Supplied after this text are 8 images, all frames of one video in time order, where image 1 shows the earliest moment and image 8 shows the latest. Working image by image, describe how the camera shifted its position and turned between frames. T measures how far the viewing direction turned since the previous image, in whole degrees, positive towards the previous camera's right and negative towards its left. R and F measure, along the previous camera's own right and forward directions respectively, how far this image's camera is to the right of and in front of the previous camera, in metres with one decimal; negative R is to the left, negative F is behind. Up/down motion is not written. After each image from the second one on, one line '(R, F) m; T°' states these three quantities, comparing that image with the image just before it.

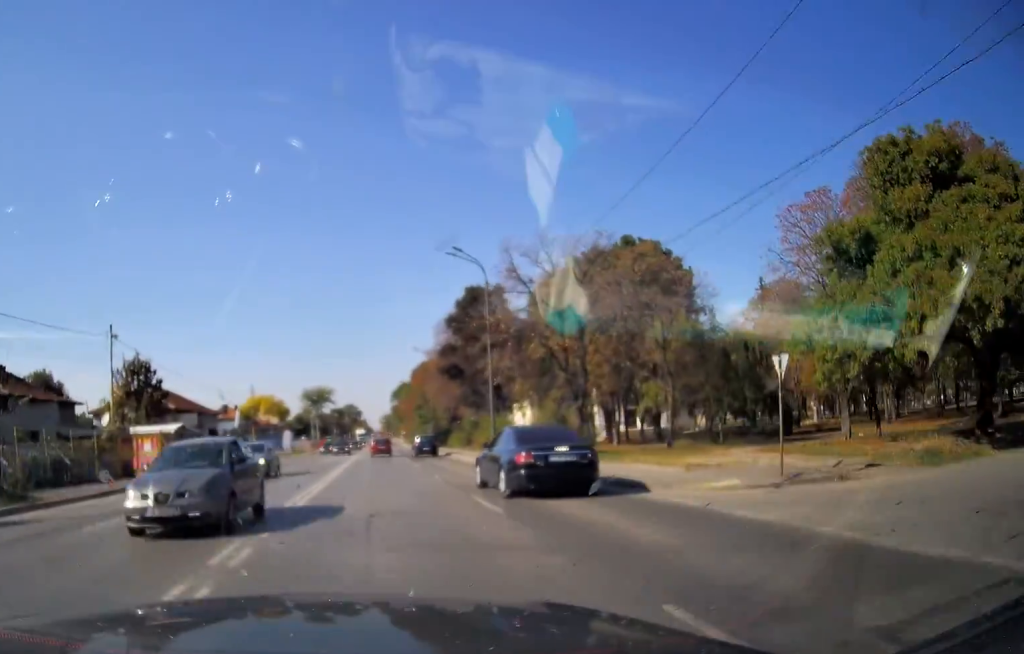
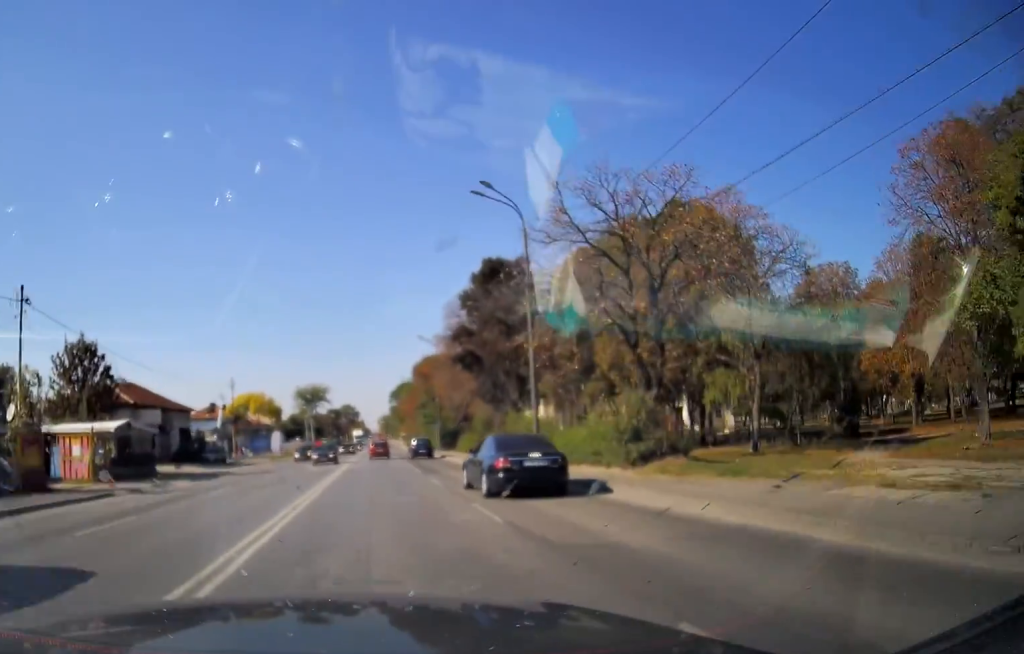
(0.0, +8.5) m; 0°
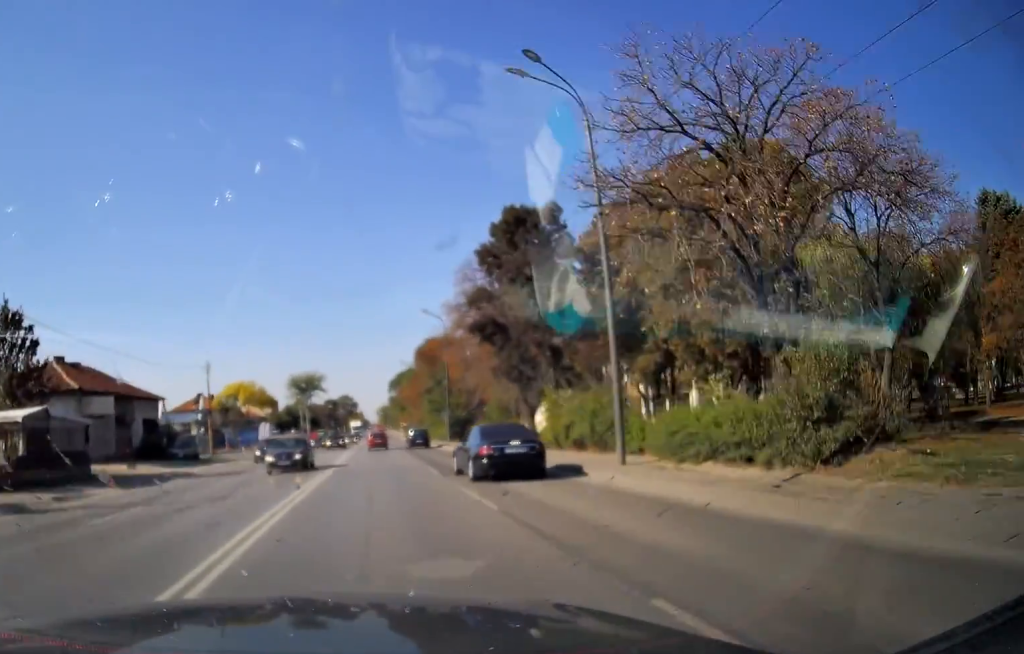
(0.0, +7.8) m; 0°
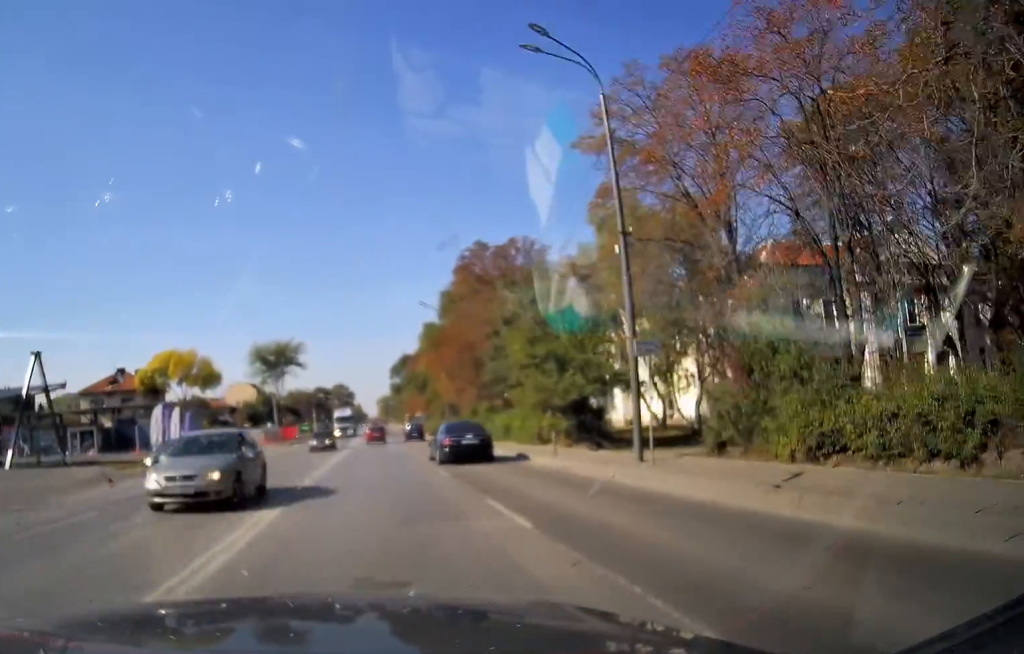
(-0.1, +35.4) m; 0°
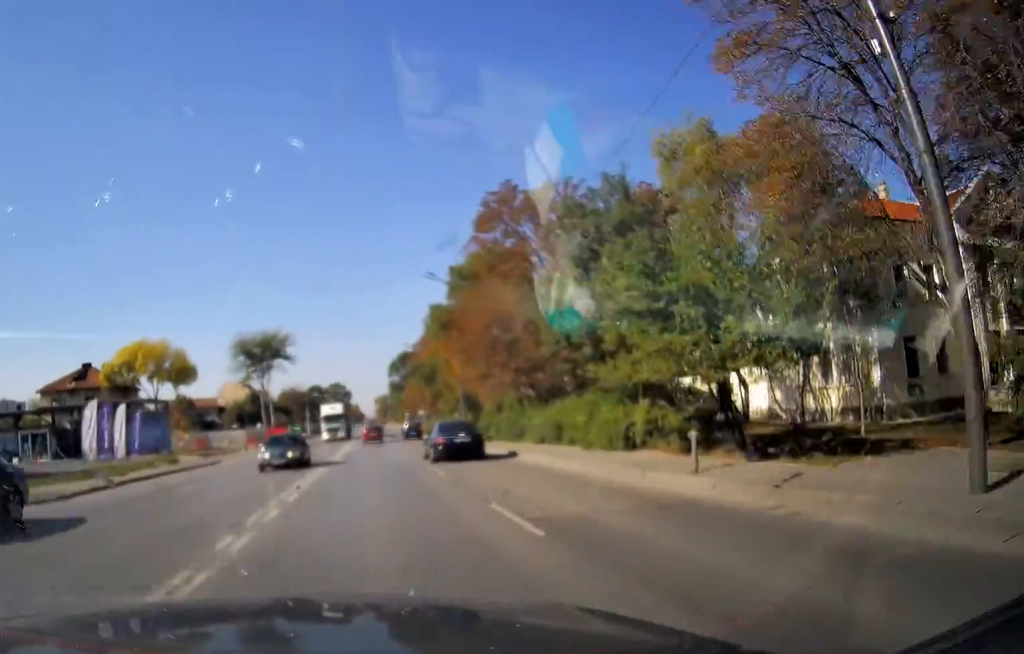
(0.0, +9.1) m; 0°
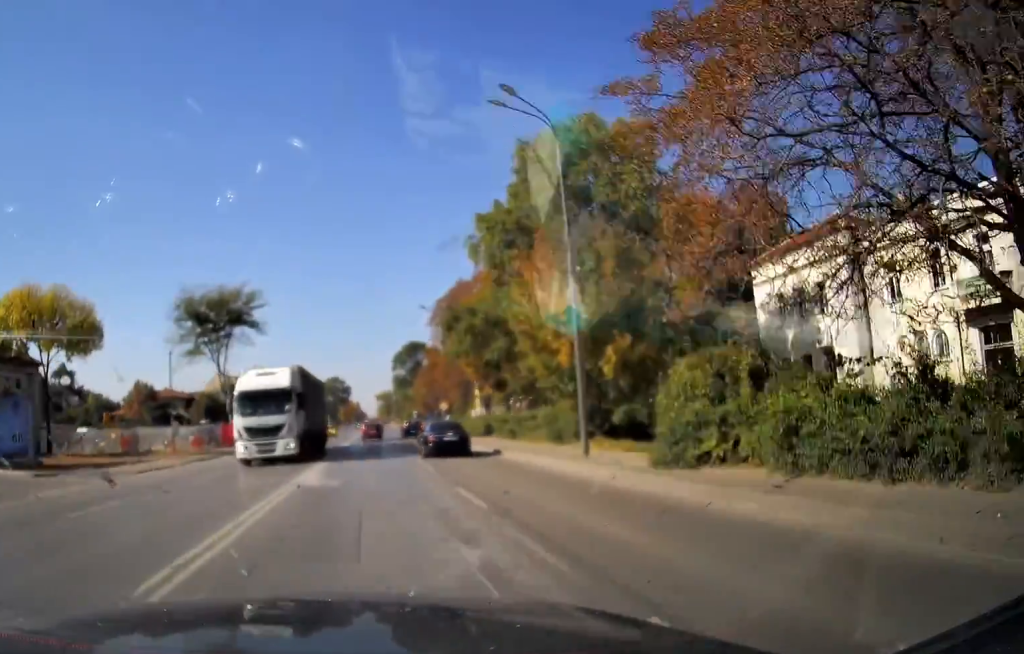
(-0.1, +23.2) m; 0°
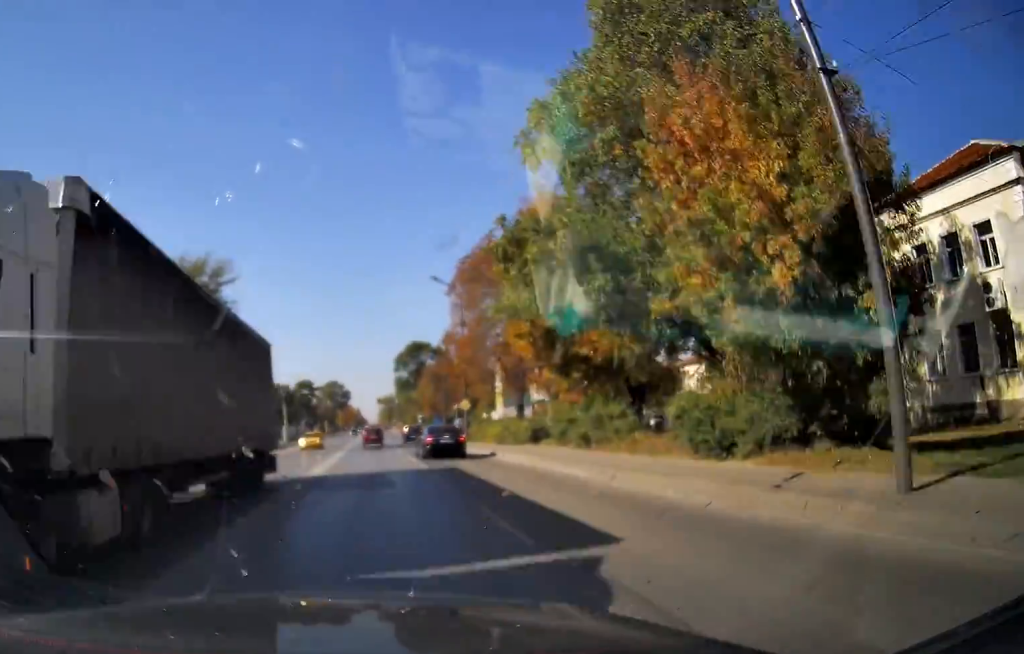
(0.0, +11.8) m; 0°
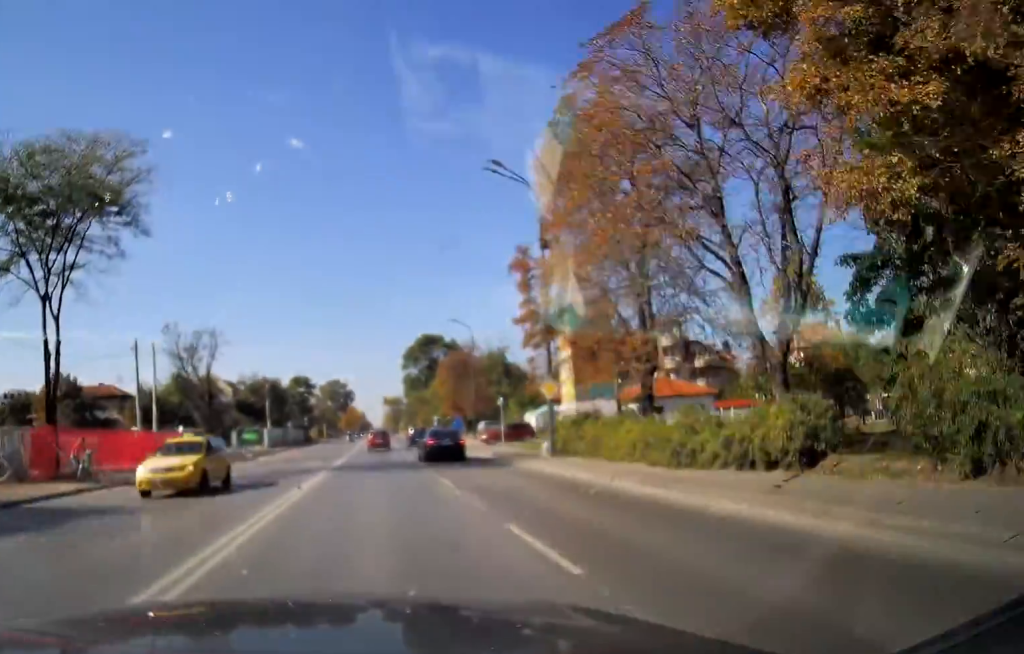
(-0.2, +18.9) m; -1°
